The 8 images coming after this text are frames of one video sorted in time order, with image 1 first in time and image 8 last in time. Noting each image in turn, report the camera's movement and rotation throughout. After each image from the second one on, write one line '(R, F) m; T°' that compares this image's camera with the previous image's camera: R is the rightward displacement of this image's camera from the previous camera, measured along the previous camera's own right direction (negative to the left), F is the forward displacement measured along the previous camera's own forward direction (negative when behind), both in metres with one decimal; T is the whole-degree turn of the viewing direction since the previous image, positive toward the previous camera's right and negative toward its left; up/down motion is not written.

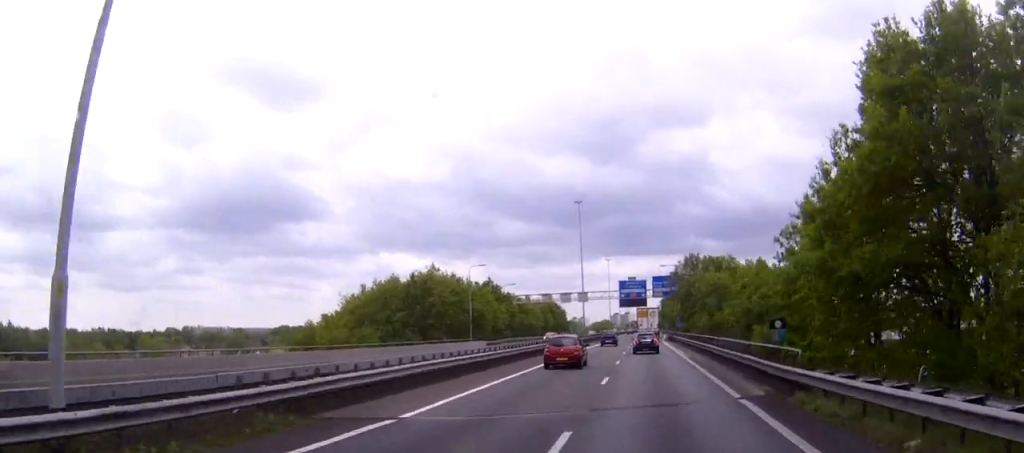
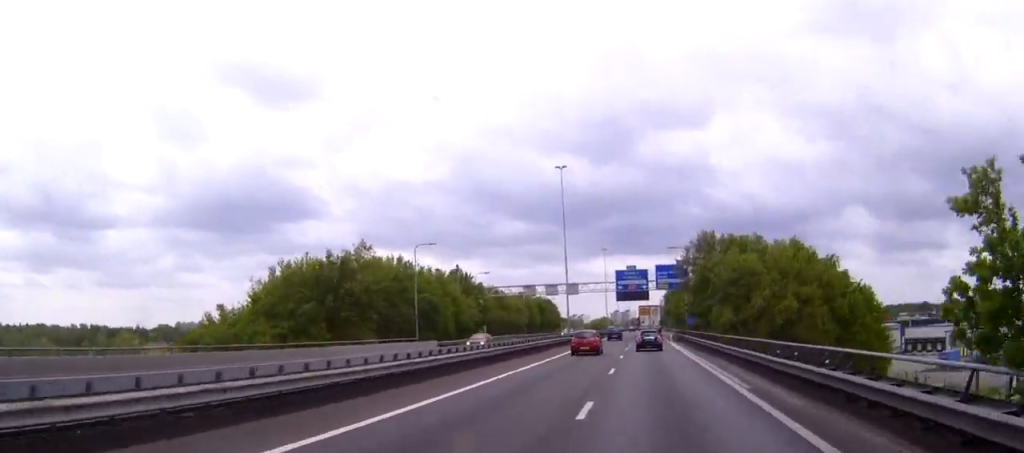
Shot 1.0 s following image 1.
(+0.1, +22.3) m; +1°
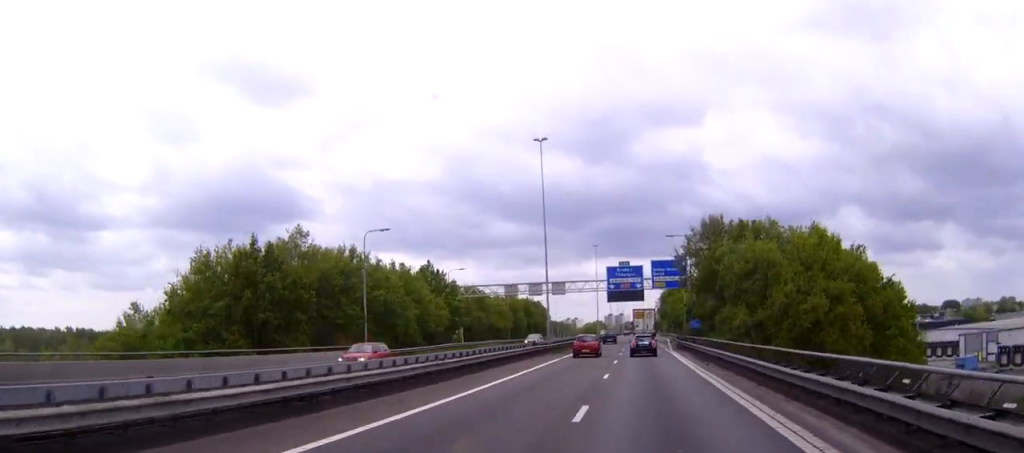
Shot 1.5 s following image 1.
(+0.1, +11.5) m; 0°
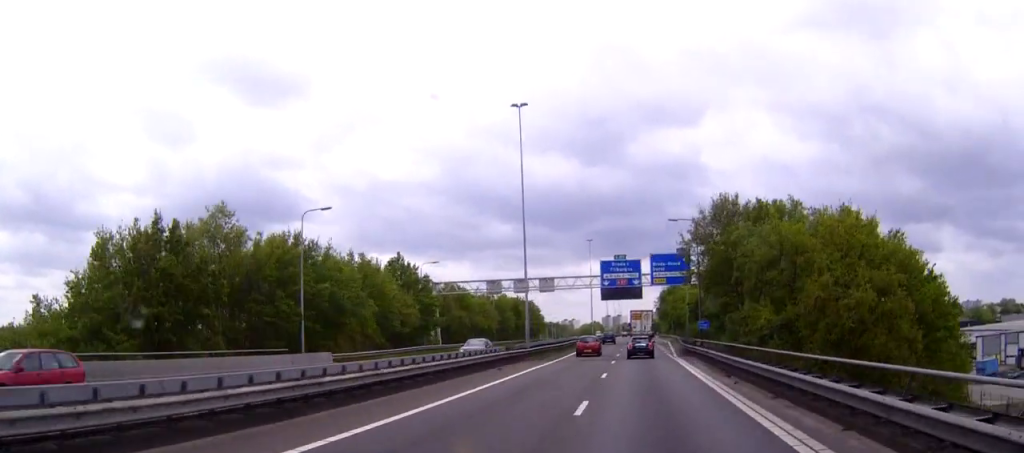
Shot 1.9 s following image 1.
(+0.1, +10.7) m; 0°
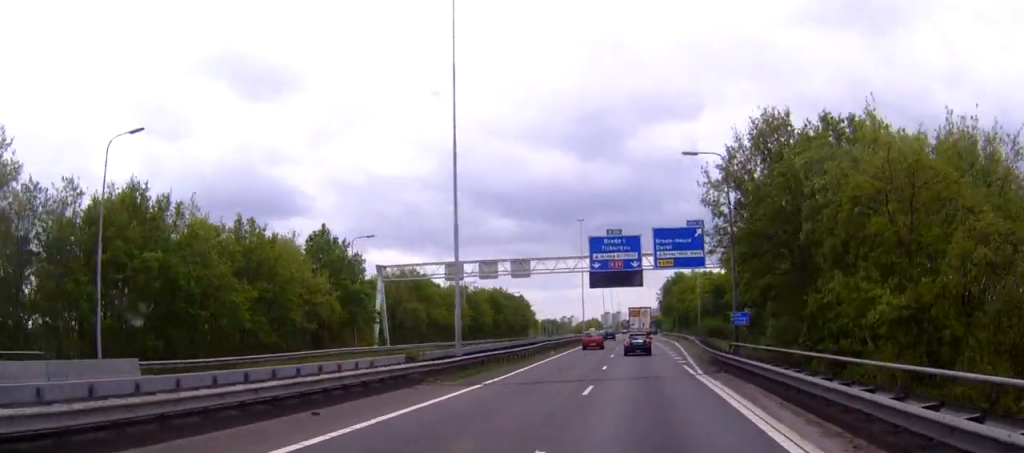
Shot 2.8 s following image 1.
(0.0, +19.9) m; 0°
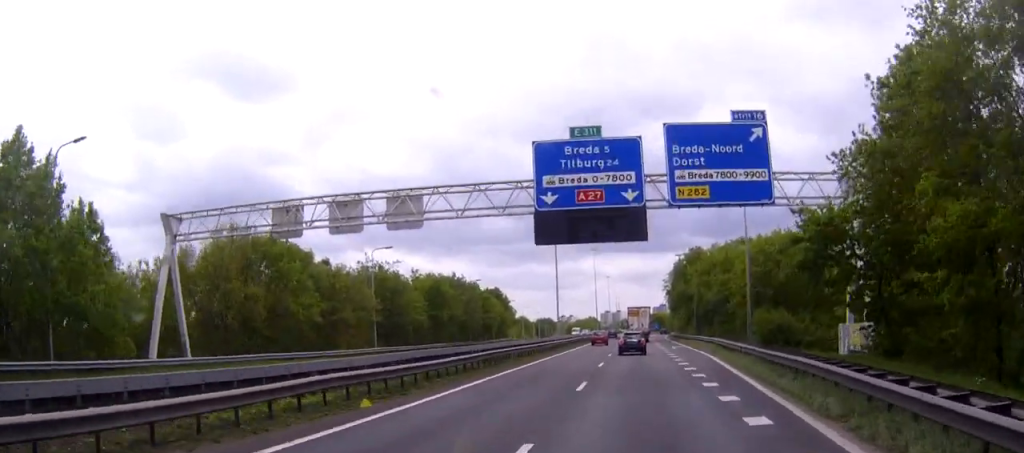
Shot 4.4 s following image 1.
(0.0, +35.8) m; 0°
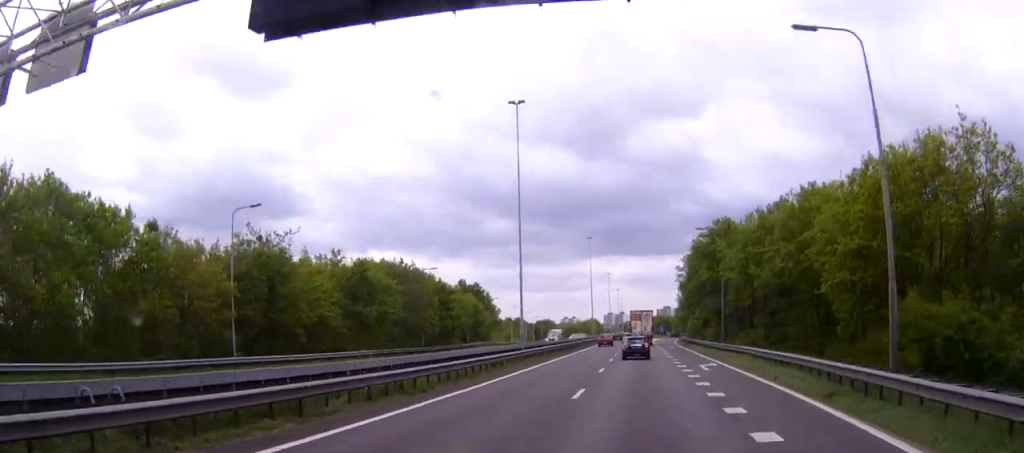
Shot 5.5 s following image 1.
(+0.1, +25.0) m; 0°
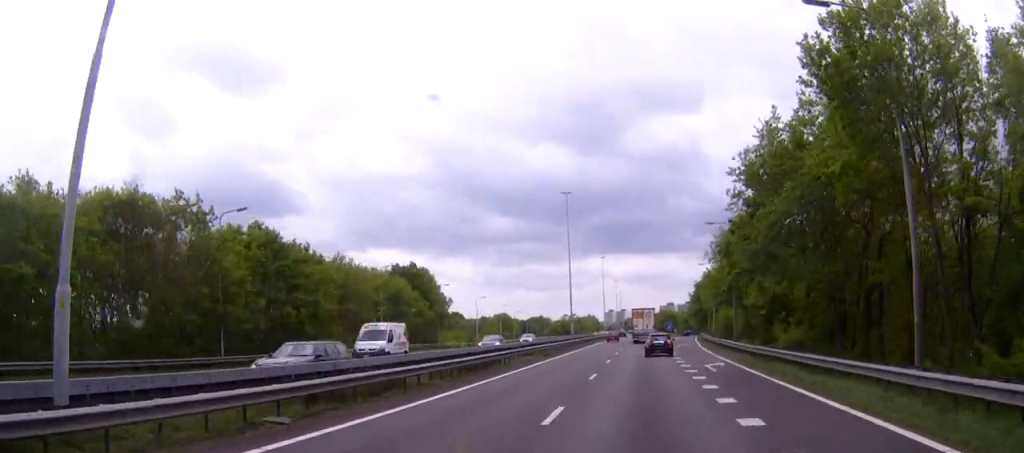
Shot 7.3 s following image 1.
(0.0, +42.2) m; 0°
